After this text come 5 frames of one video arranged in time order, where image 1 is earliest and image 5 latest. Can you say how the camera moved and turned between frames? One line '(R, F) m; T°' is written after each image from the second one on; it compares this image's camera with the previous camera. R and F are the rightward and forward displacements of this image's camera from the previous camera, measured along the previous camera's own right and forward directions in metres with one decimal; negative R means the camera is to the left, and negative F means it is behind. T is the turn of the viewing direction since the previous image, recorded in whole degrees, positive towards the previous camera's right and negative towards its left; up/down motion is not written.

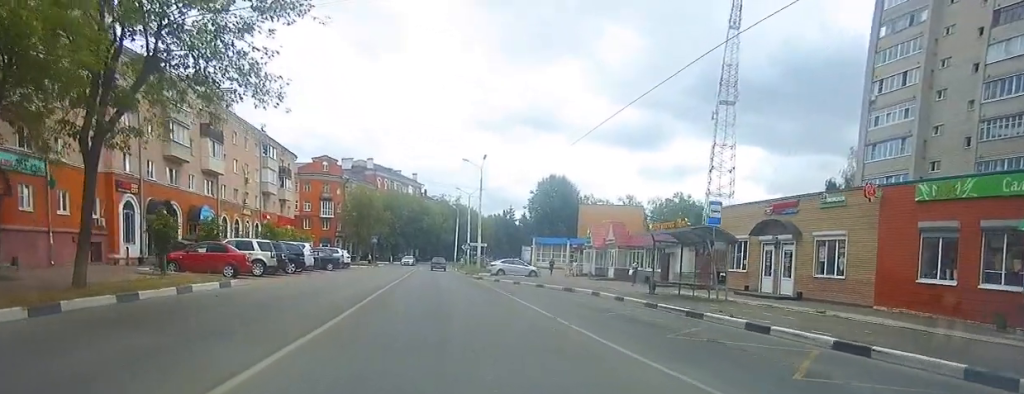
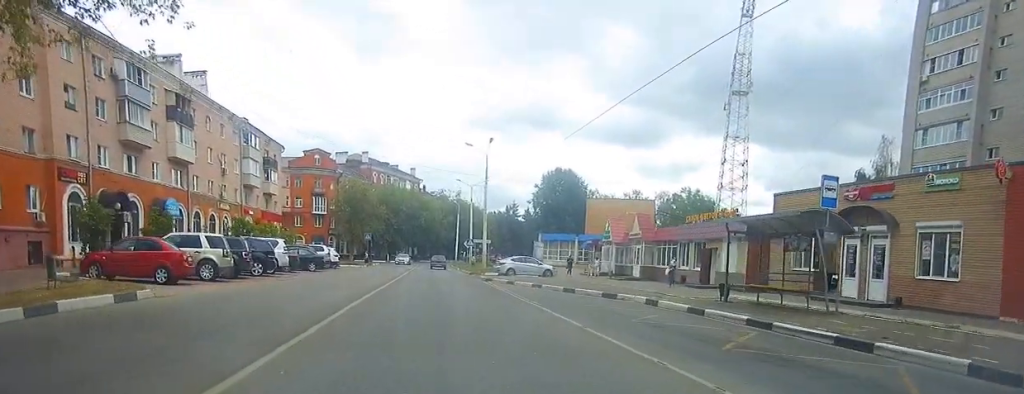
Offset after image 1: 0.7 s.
(+0.1, +6.3) m; +1°
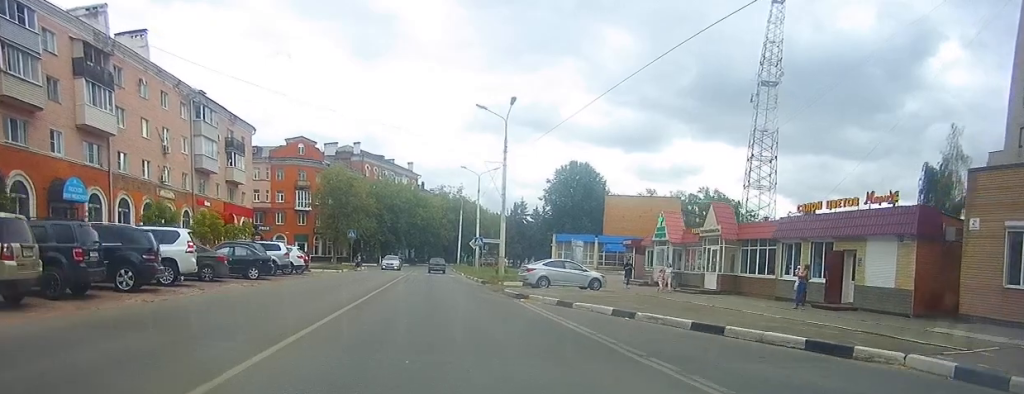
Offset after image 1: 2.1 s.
(+0.1, +12.0) m; +1°
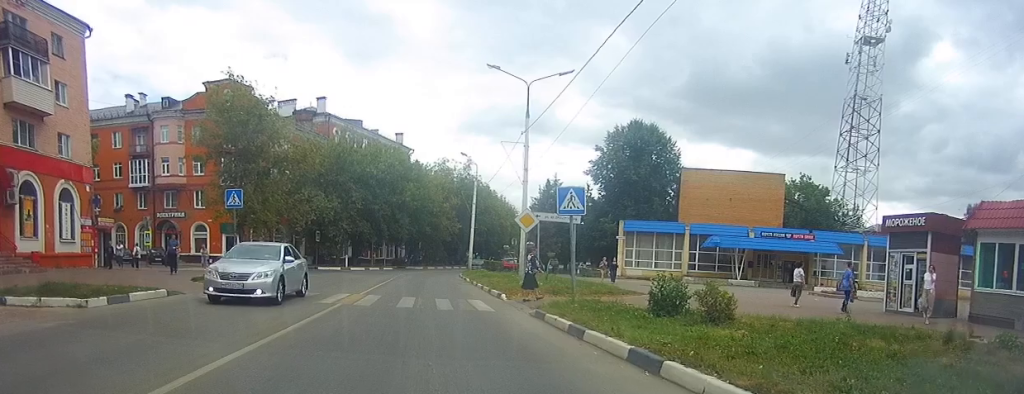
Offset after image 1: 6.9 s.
(+0.4, +31.2) m; -5°
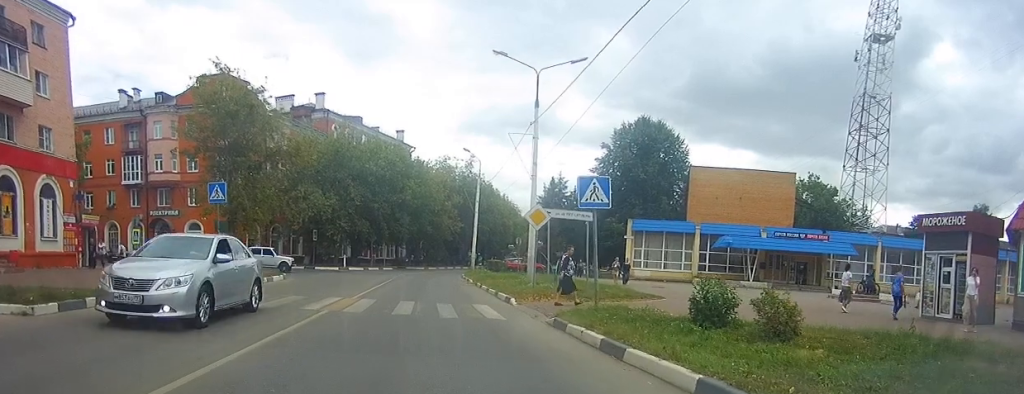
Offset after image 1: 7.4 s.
(-0.3, +2.0) m; +1°
